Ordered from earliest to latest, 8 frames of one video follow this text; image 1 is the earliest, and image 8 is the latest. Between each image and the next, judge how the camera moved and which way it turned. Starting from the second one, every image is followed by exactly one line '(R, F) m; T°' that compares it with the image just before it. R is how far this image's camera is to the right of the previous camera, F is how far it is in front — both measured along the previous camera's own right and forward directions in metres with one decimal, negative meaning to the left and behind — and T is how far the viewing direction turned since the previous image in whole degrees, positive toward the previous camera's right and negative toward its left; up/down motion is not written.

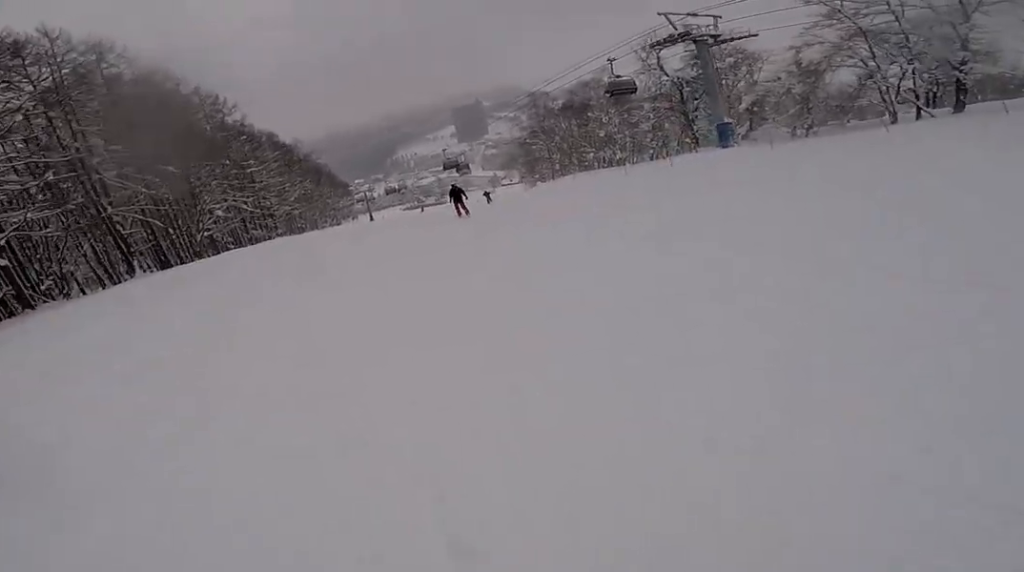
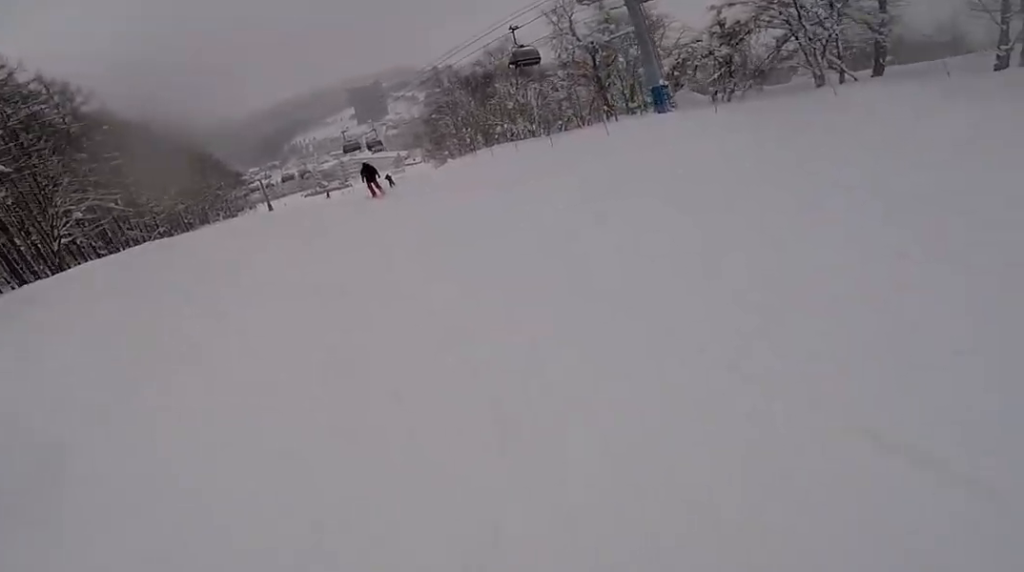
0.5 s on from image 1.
(-0.3, +4.3) m; +9°
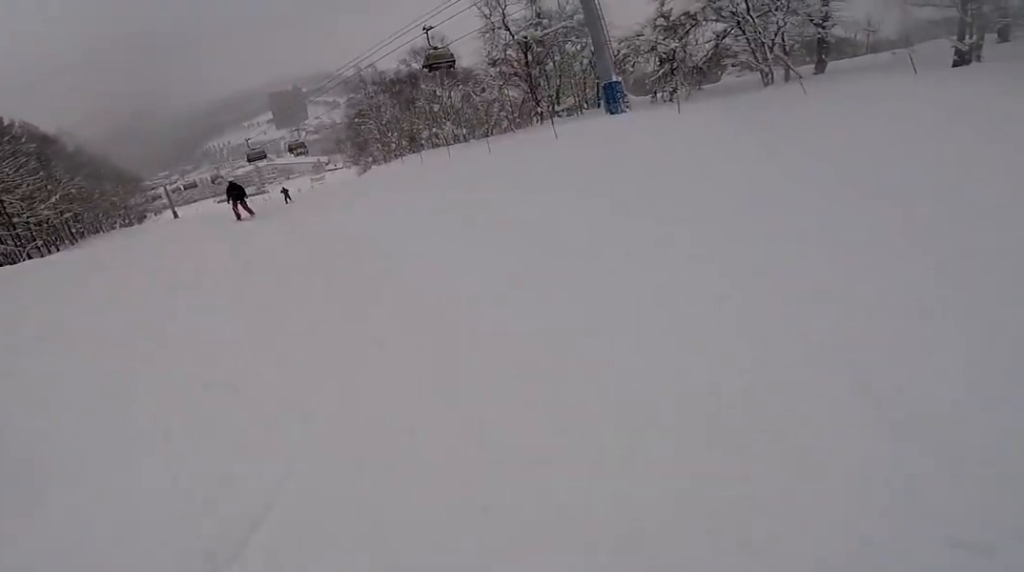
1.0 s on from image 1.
(+1.0, +4.6) m; +1°
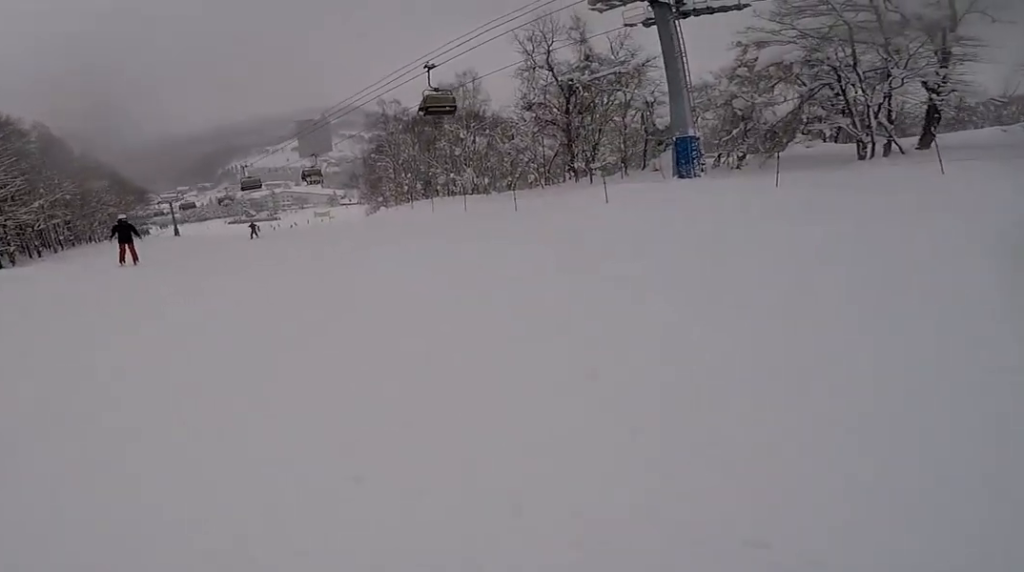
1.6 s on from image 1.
(+0.8, +5.1) m; -2°
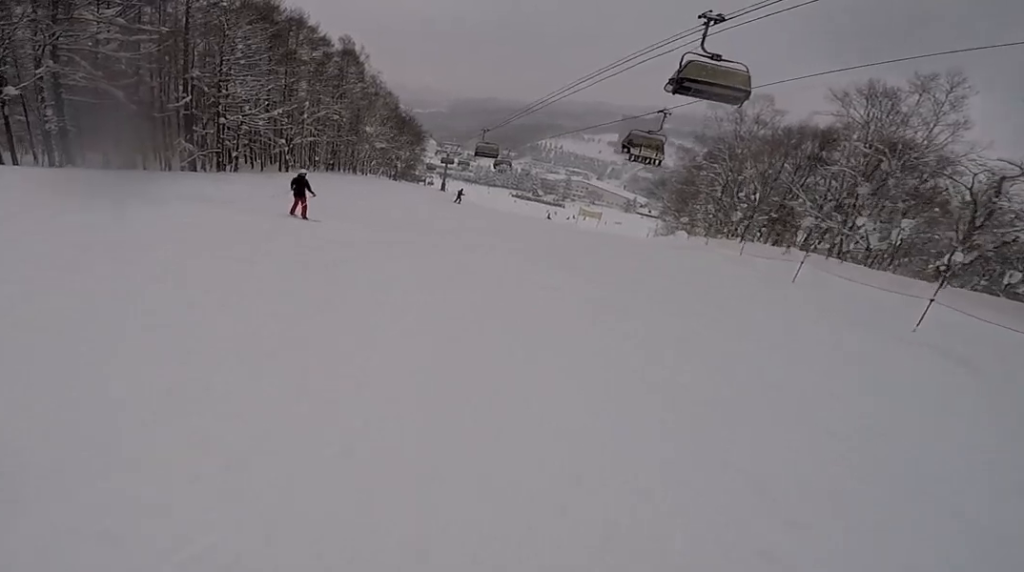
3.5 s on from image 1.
(-5.9, +13.0) m; -38°
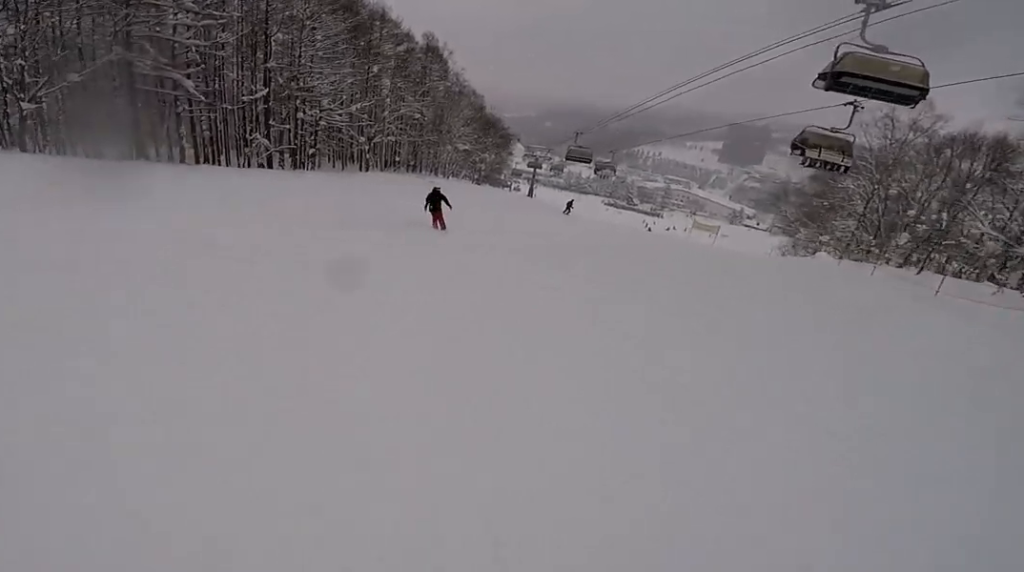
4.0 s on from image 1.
(-0.1, +3.6) m; 0°
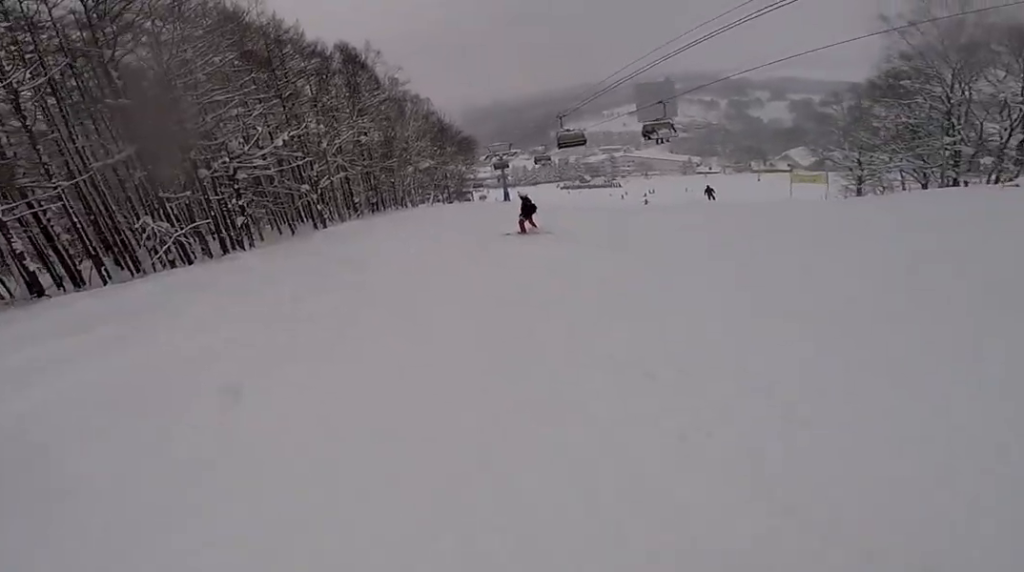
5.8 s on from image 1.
(+1.0, +12.8) m; +12°
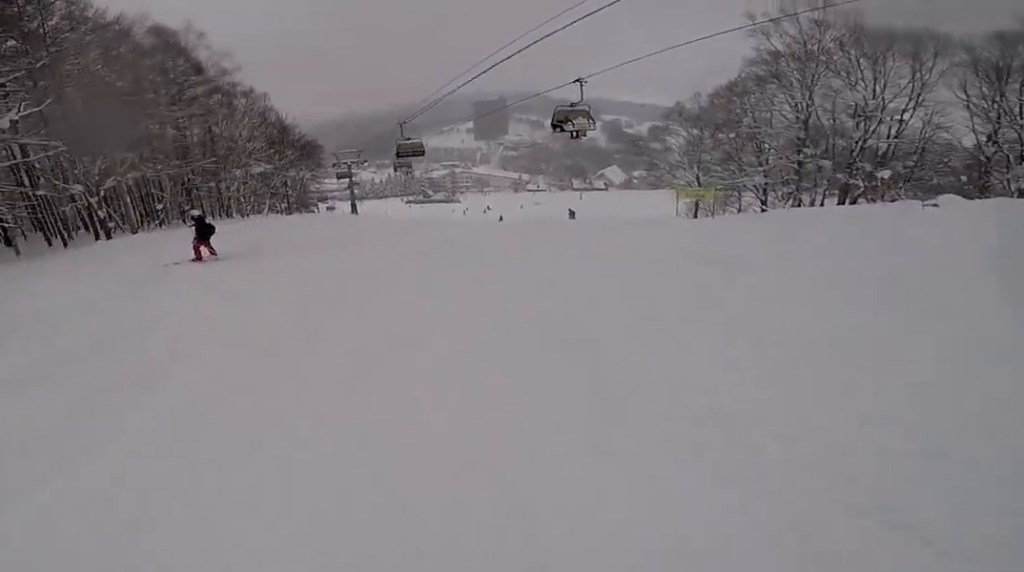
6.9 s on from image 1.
(+0.3, +6.8) m; -6°
